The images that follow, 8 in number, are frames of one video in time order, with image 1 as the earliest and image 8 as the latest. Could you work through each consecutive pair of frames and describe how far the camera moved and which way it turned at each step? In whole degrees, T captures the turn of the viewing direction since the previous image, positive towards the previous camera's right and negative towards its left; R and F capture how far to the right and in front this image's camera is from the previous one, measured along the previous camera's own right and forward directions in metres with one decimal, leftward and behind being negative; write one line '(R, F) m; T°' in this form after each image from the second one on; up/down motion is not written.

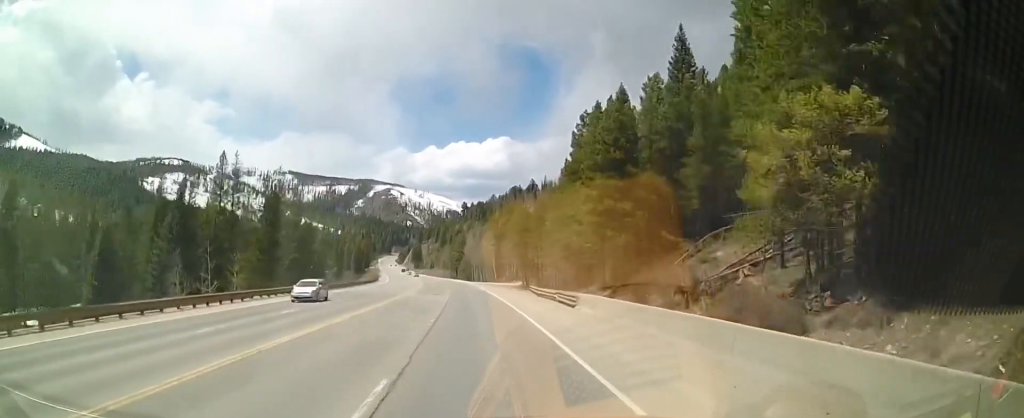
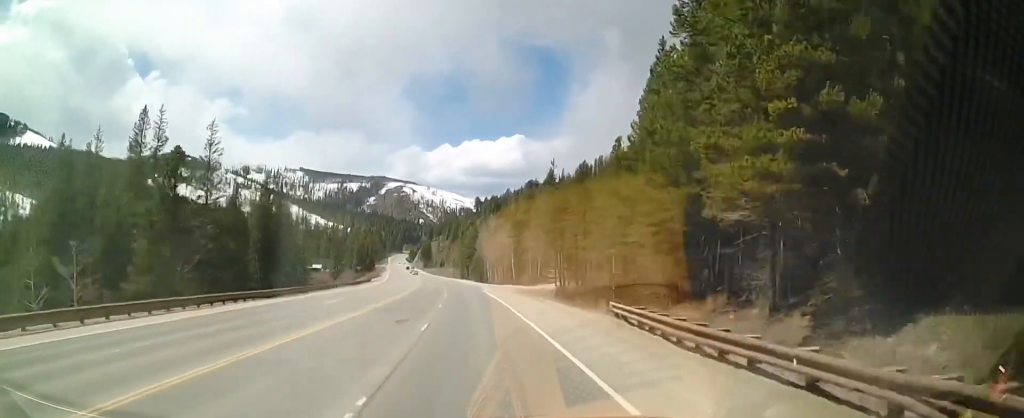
(-0.3, +26.3) m; -1°
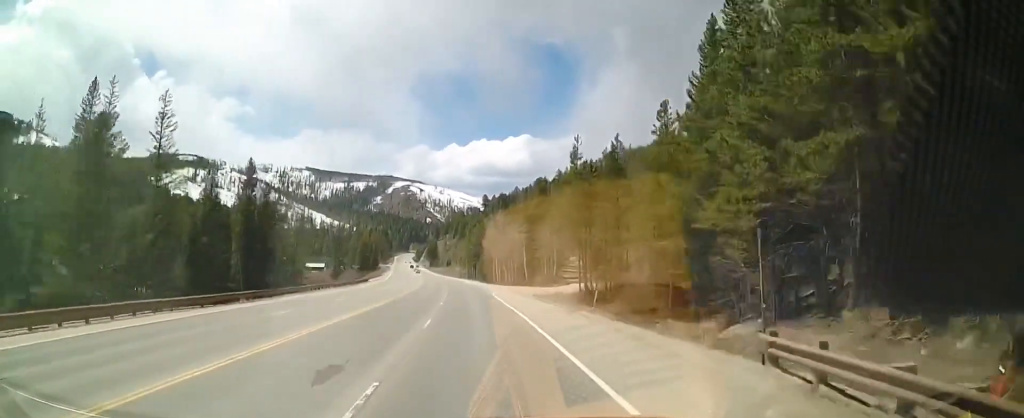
(+0.2, +11.5) m; 0°
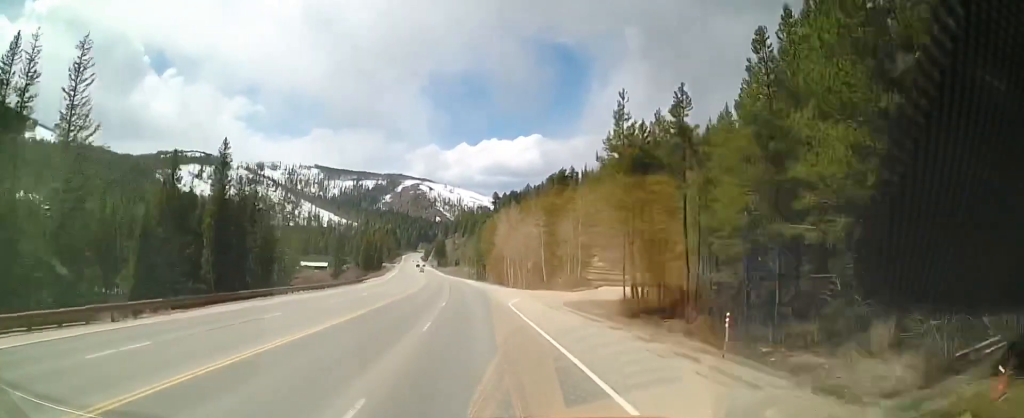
(-0.4, +14.1) m; -2°
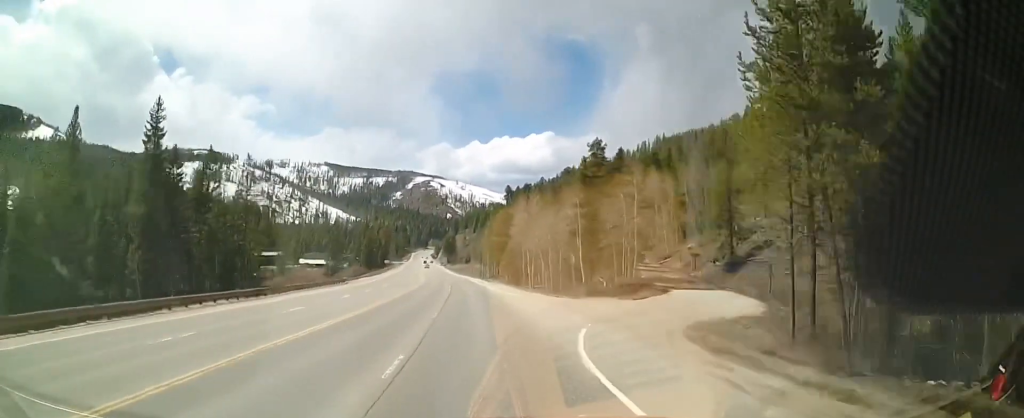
(-0.6, +21.9) m; -2°
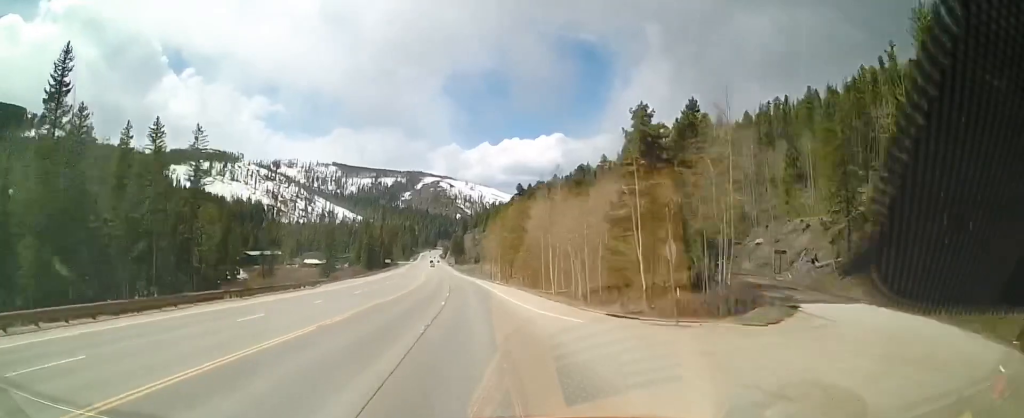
(-0.2, +18.9) m; 0°
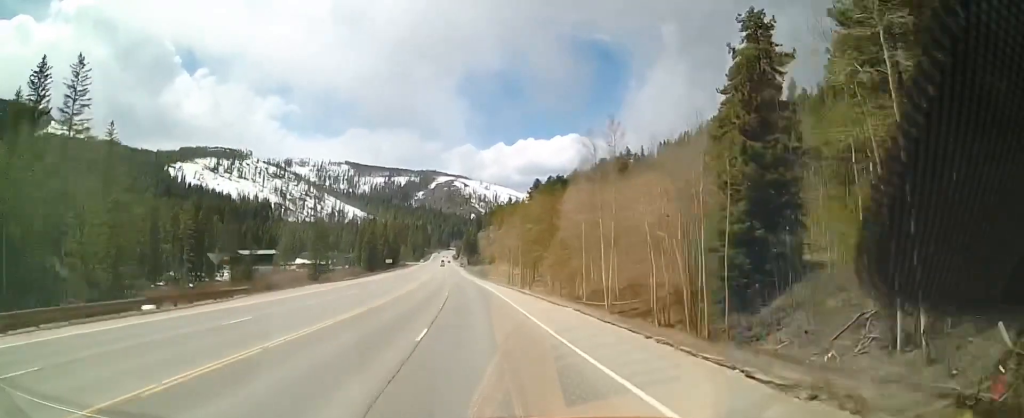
(+0.3, +25.3) m; +1°
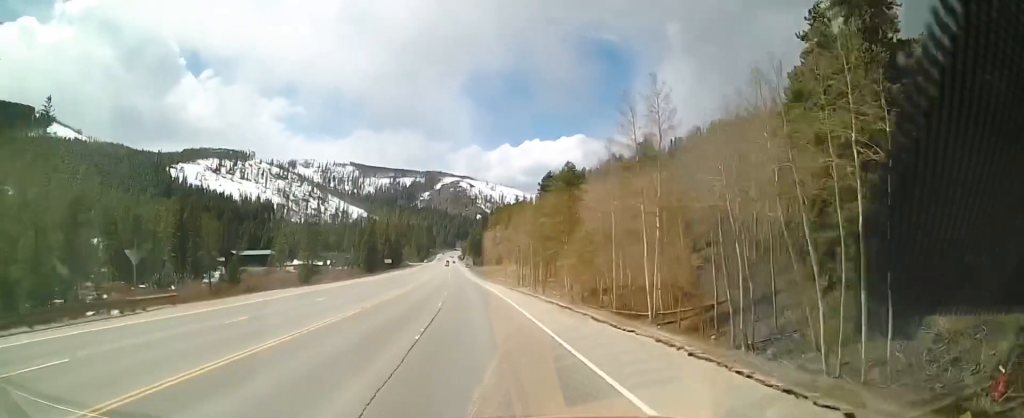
(+0.2, +11.9) m; 0°
